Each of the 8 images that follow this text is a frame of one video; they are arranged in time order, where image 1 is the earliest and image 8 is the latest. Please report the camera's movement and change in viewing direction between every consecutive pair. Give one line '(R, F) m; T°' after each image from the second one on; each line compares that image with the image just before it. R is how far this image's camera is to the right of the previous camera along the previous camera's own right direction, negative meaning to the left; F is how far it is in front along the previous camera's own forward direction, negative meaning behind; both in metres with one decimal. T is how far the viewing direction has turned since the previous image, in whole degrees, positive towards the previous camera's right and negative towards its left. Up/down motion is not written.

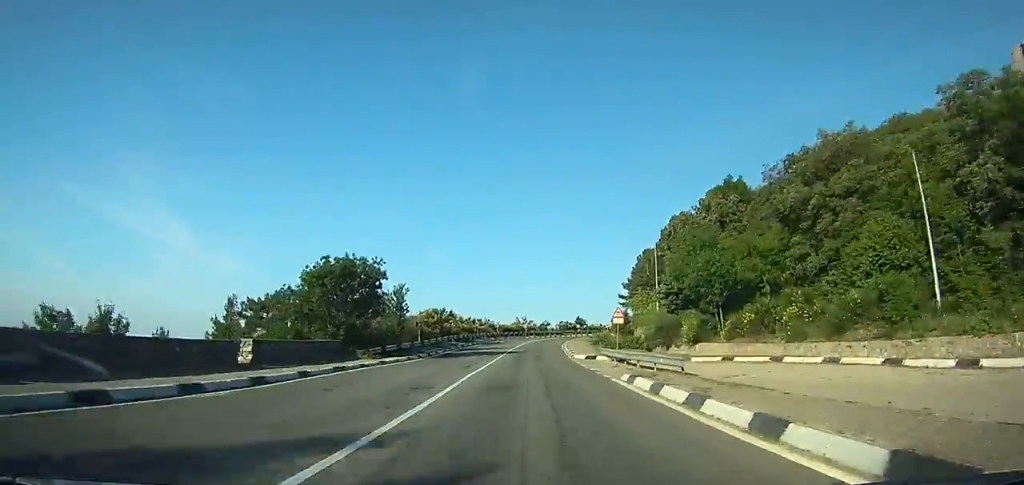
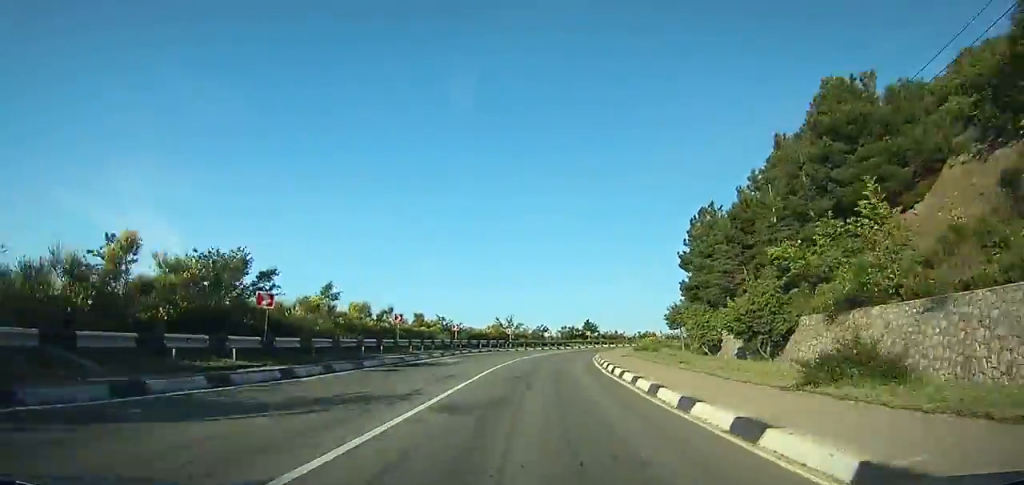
(+0.6, +41.1) m; +4°
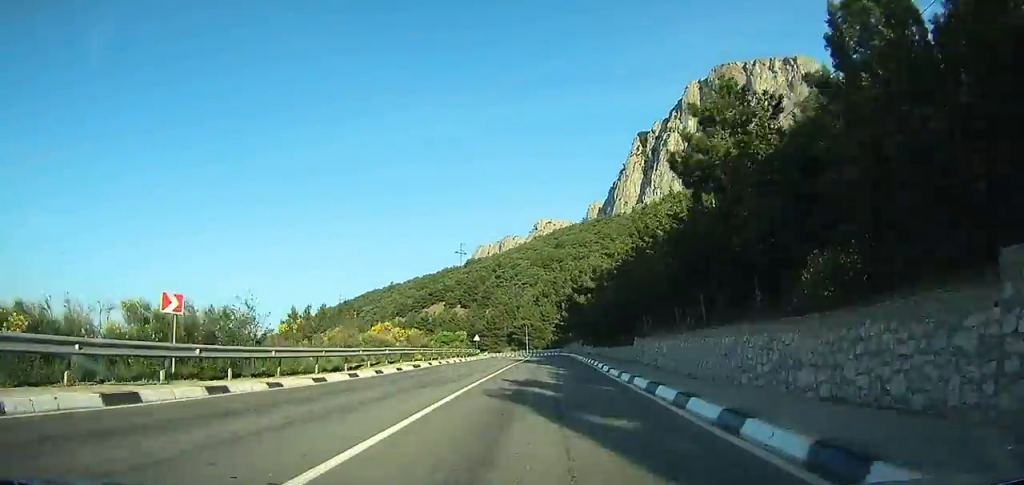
(+40.4, +130.8) m; +35°
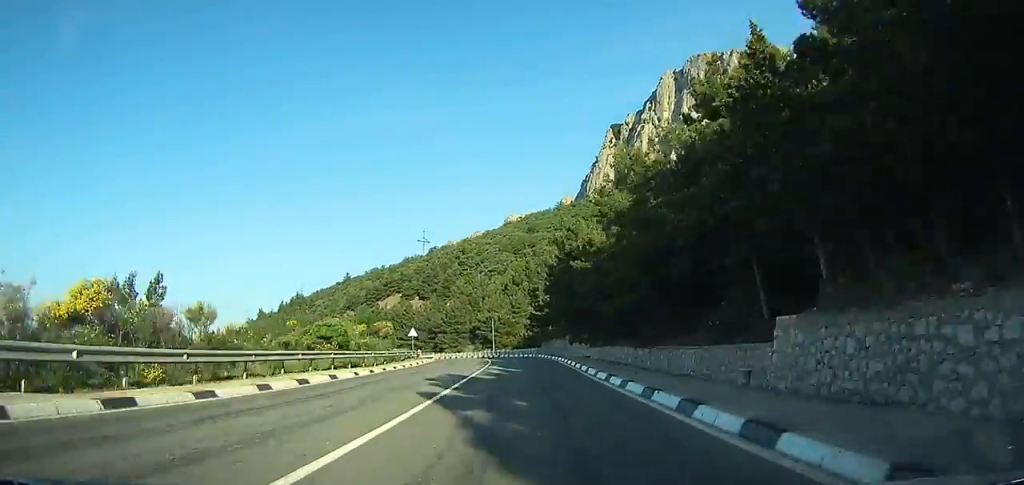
(+0.9, +26.6) m; +2°
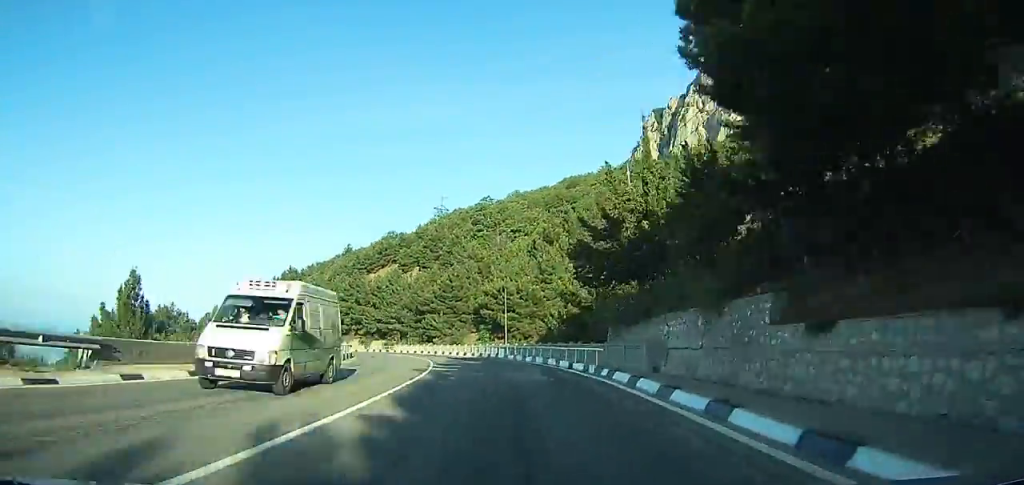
(+0.7, +48.4) m; -3°
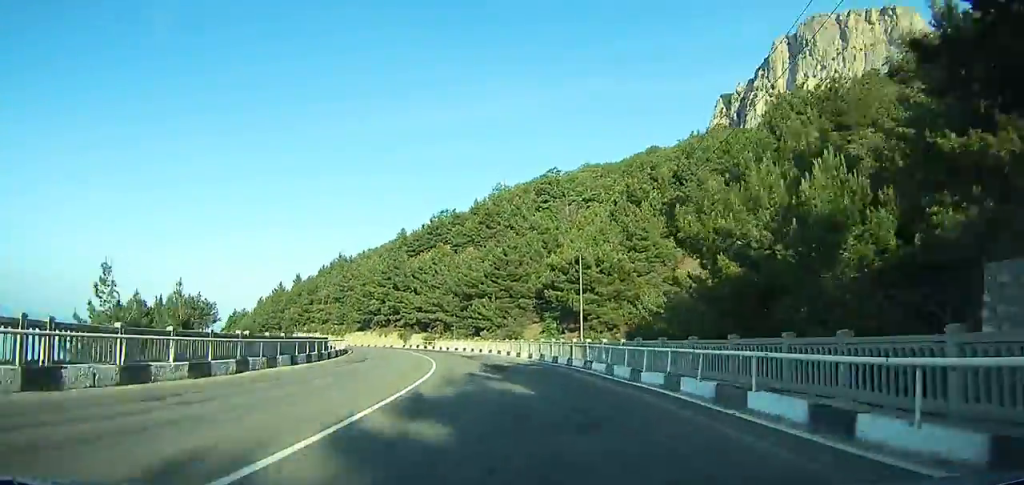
(-1.6, +22.4) m; -6°
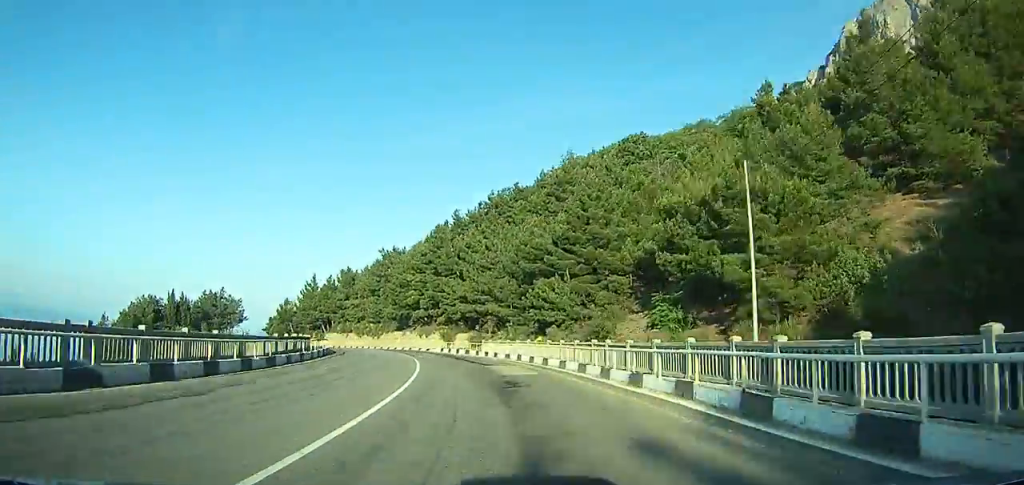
(+0.6, +23.9) m; -7°
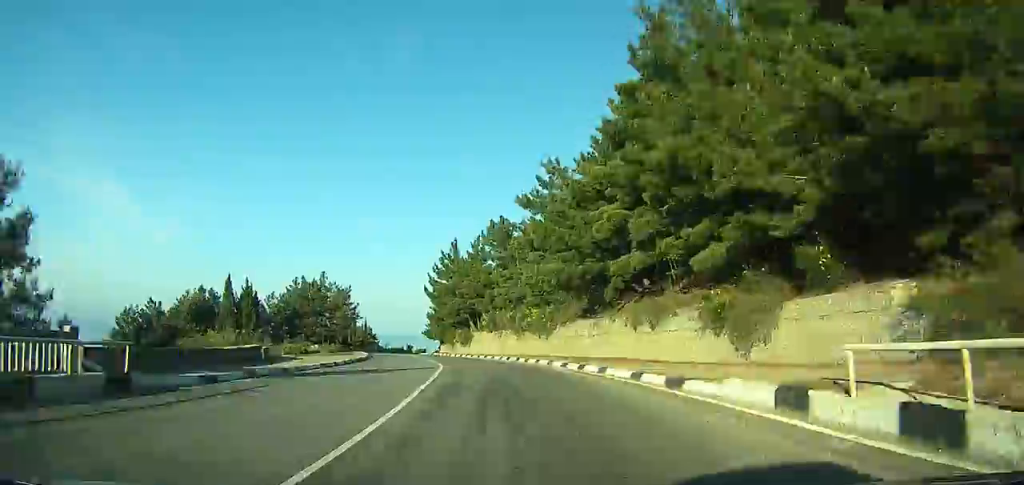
(-9.3, +50.4) m; -18°
